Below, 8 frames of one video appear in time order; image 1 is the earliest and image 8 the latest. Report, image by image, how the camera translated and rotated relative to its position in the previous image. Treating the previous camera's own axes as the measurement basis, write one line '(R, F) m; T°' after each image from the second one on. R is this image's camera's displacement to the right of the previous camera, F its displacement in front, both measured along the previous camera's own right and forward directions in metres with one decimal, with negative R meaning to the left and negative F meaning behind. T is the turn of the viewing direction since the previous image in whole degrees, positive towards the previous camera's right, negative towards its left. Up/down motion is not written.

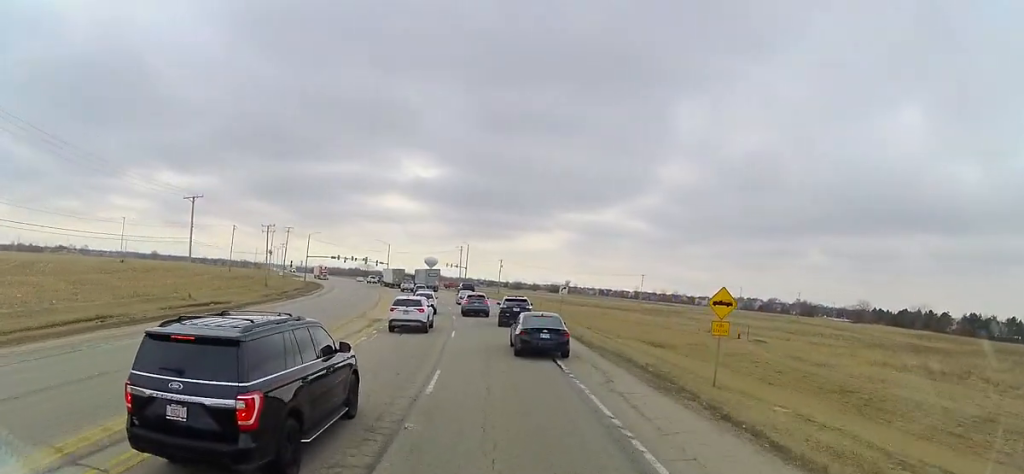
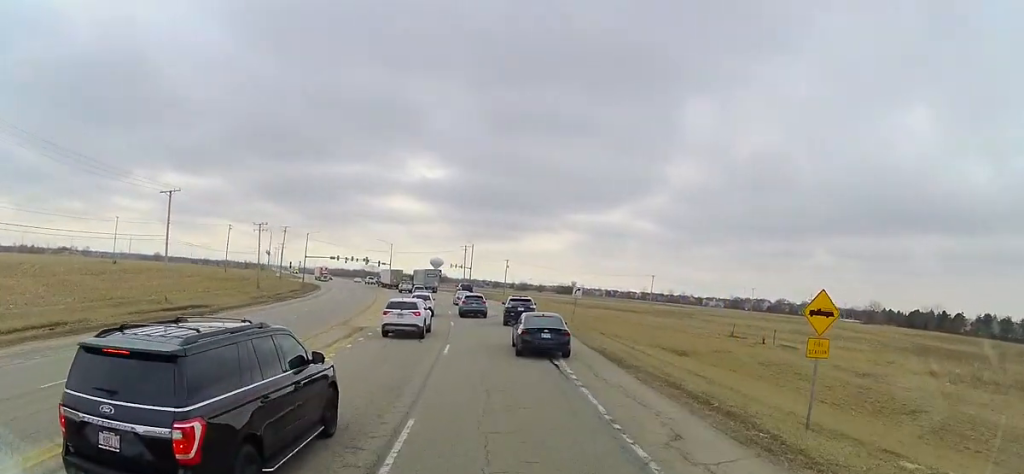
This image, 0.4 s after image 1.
(-0.1, +5.5) m; 0°
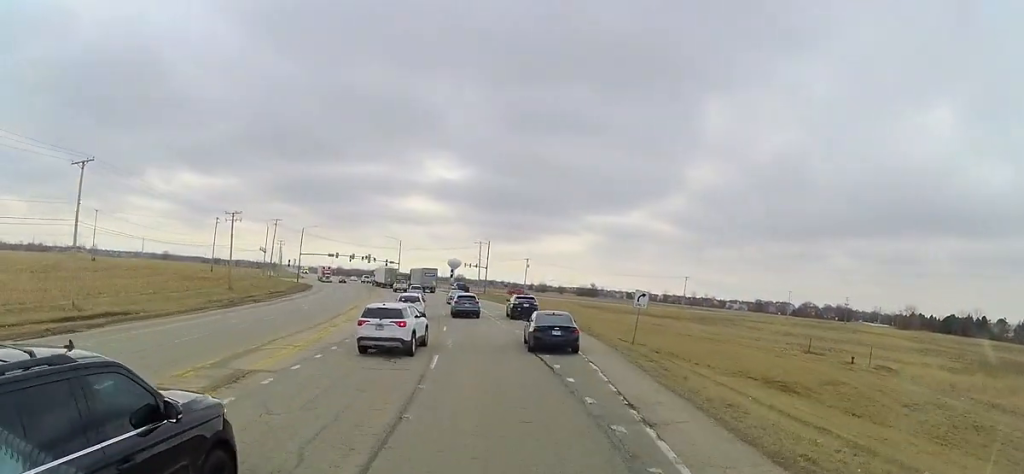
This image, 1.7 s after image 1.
(+0.2, +15.3) m; 0°
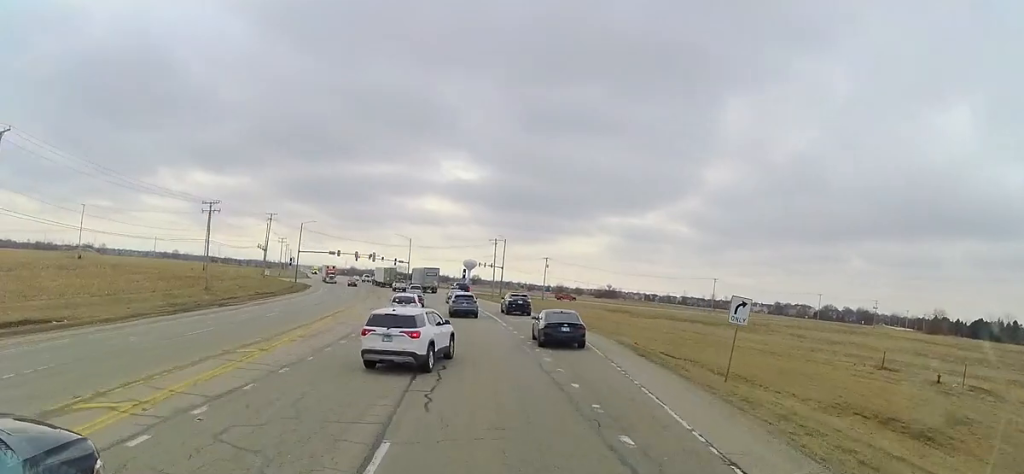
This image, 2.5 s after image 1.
(-0.2, +10.4) m; 0°
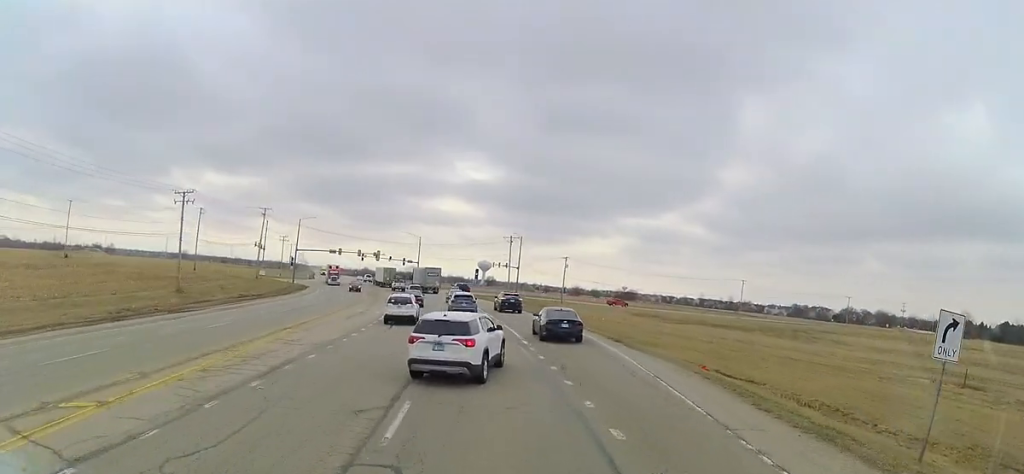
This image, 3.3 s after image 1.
(+0.1, +9.5) m; -1°
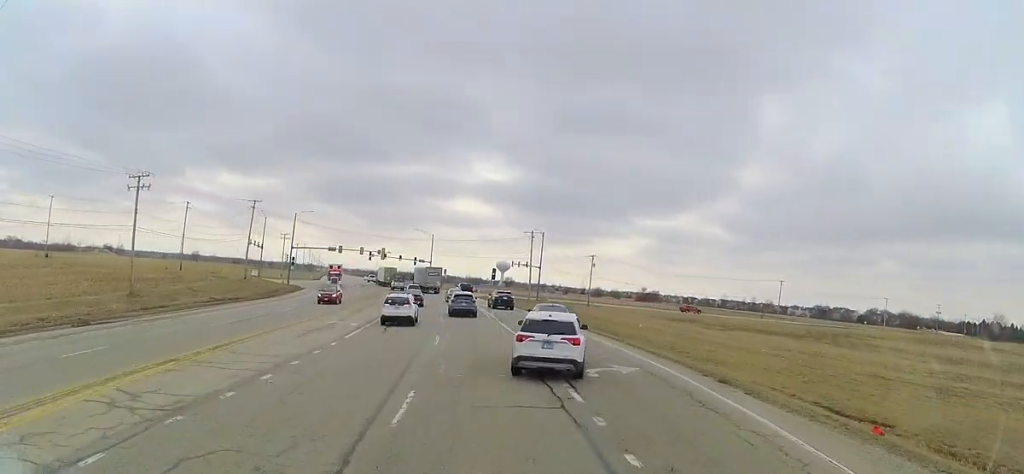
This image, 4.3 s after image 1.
(-0.2, +11.7) m; -5°
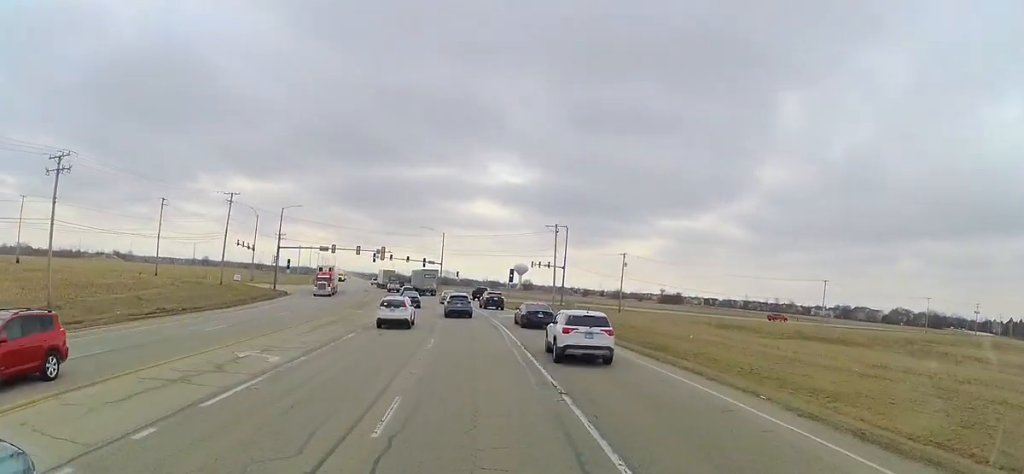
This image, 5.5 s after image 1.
(-1.0, +13.2) m; -6°
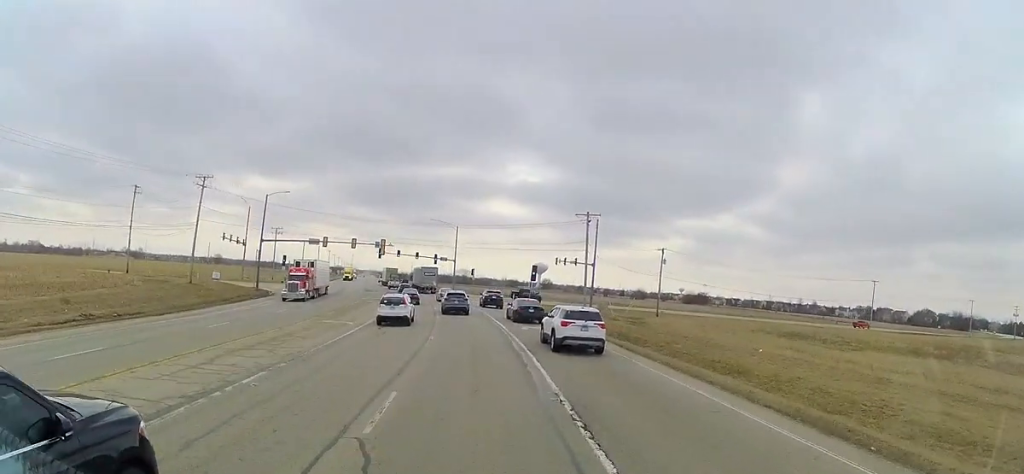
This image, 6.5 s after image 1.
(-0.3, +12.4) m; -1°
